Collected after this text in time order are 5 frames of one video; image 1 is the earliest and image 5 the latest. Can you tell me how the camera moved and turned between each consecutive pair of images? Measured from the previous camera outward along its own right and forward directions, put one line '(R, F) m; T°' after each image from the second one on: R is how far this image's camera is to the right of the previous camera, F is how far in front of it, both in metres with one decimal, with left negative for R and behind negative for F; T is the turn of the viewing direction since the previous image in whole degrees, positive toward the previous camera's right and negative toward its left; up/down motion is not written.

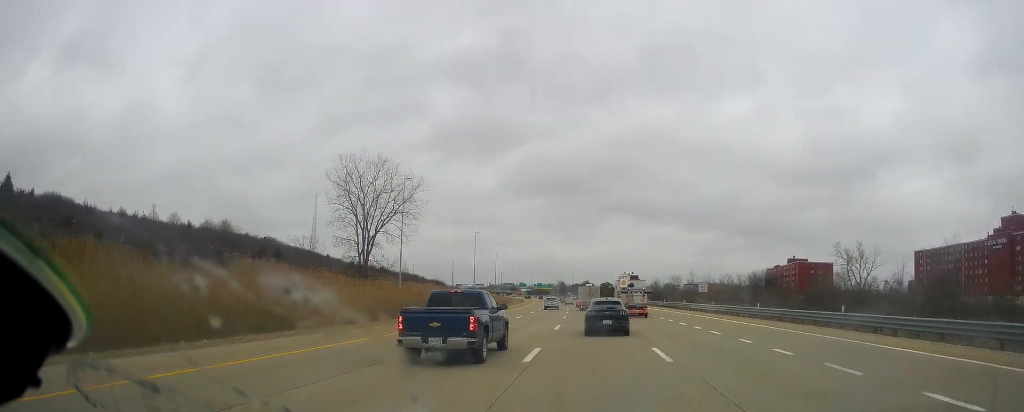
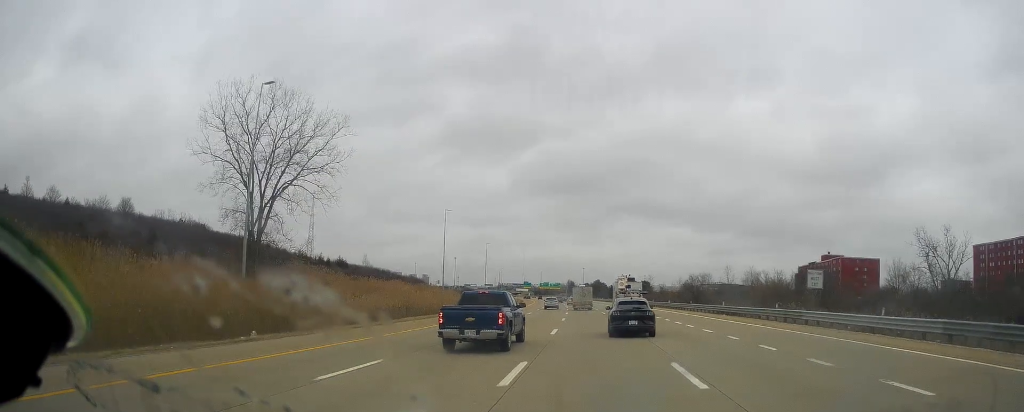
(-0.1, +34.5) m; -1°
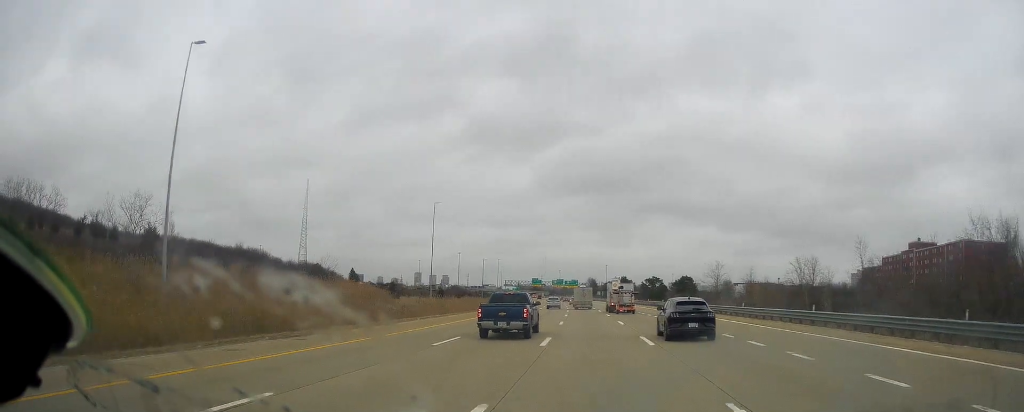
(-1.9, +66.3) m; -2°
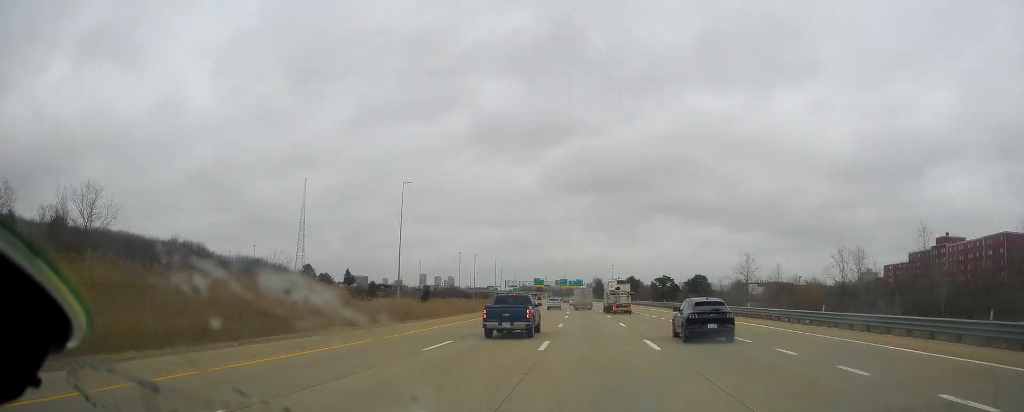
(+0.2, +16.5) m; 0°
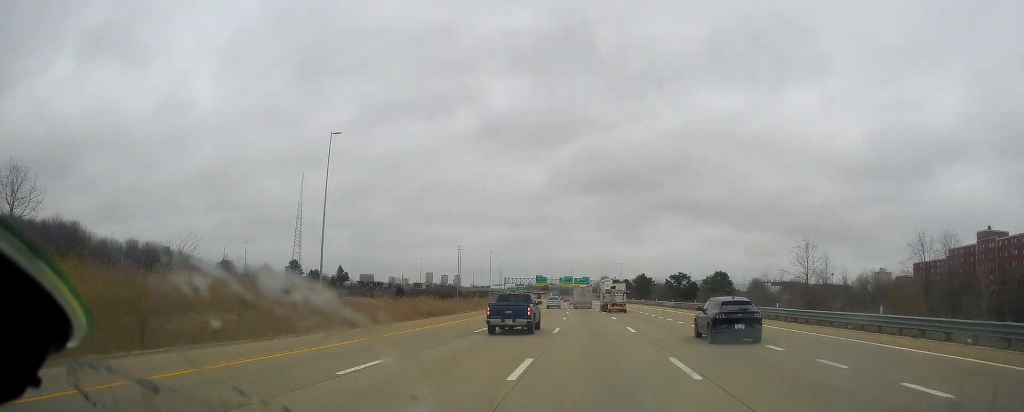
(-0.3, +21.8) m; -1°
